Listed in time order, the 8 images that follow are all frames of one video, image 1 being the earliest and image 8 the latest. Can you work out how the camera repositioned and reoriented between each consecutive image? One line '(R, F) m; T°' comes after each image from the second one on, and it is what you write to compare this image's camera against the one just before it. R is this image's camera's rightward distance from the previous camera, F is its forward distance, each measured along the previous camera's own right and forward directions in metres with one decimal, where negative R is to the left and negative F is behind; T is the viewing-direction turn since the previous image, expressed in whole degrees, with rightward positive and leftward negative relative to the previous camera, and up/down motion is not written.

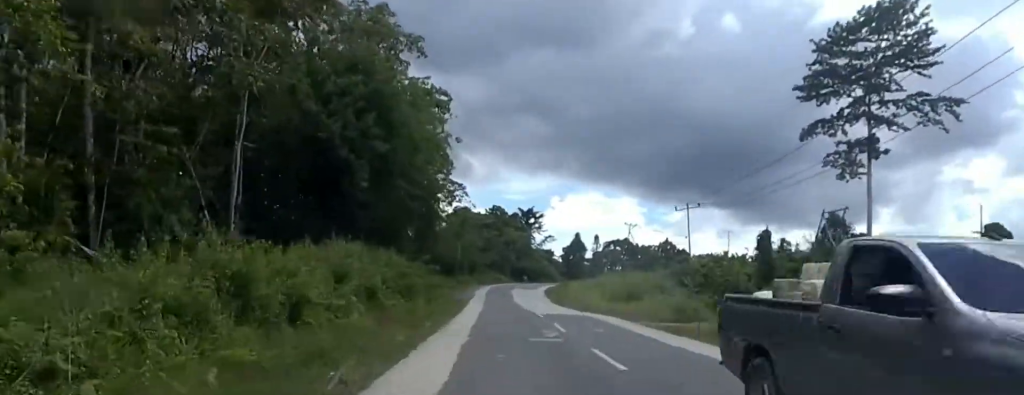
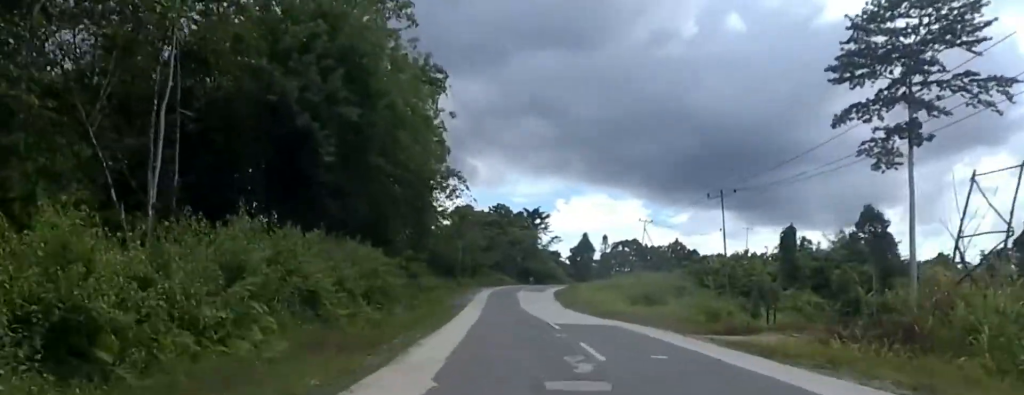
(0.0, +7.0) m; 0°
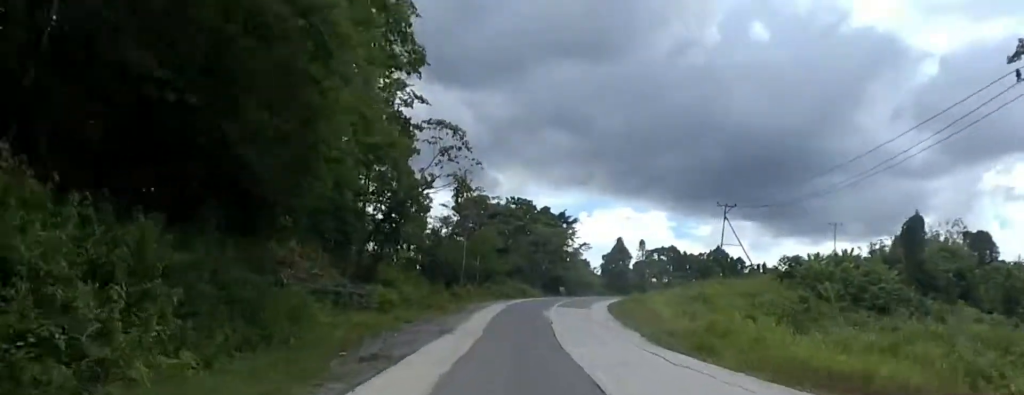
(0.0, +24.6) m; 0°
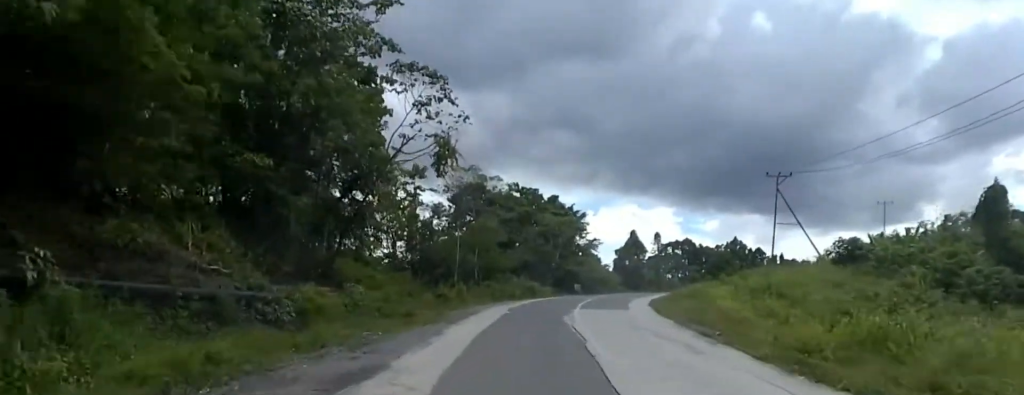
(+0.2, +10.8) m; +2°
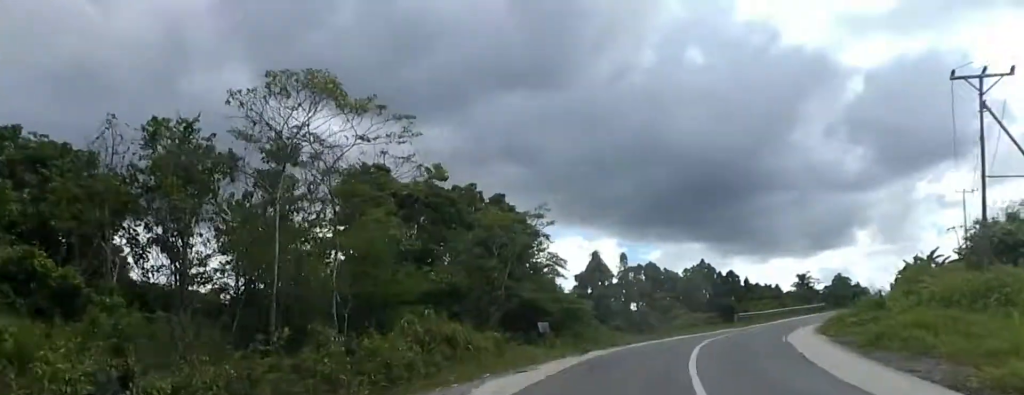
(+1.6, +27.2) m; +6°
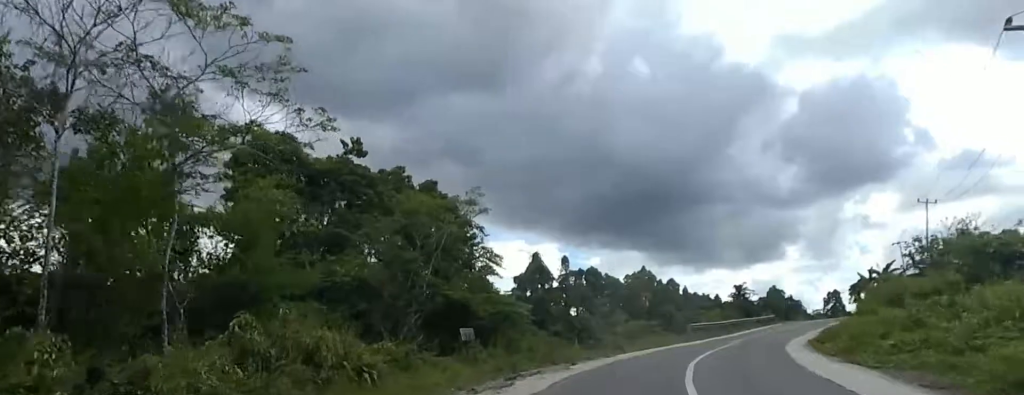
(-0.6, +6.9) m; +4°
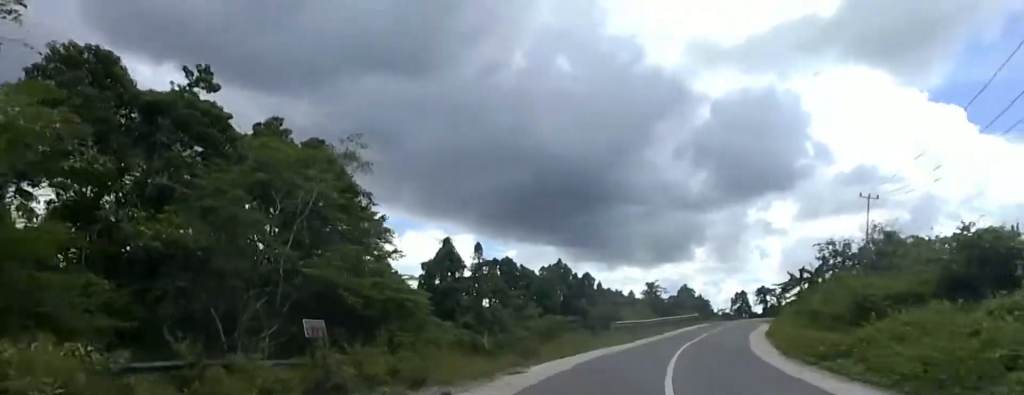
(+0.9, +8.5) m; +10°
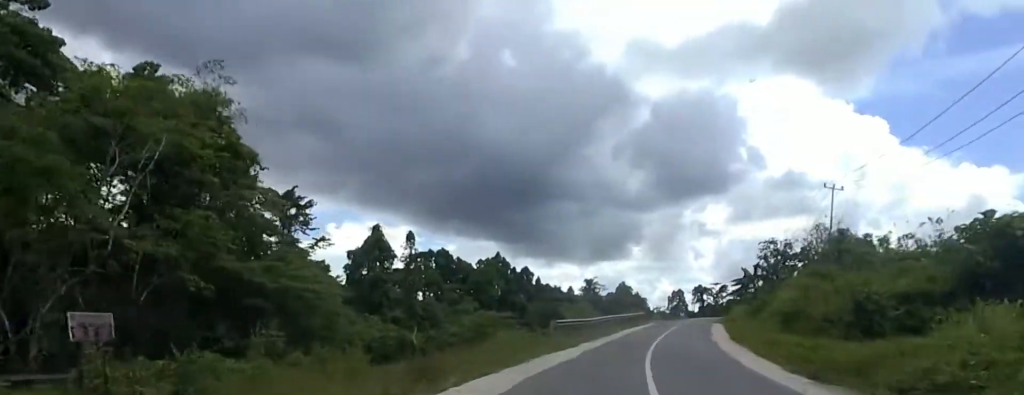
(+0.4, +6.9) m; +8°
